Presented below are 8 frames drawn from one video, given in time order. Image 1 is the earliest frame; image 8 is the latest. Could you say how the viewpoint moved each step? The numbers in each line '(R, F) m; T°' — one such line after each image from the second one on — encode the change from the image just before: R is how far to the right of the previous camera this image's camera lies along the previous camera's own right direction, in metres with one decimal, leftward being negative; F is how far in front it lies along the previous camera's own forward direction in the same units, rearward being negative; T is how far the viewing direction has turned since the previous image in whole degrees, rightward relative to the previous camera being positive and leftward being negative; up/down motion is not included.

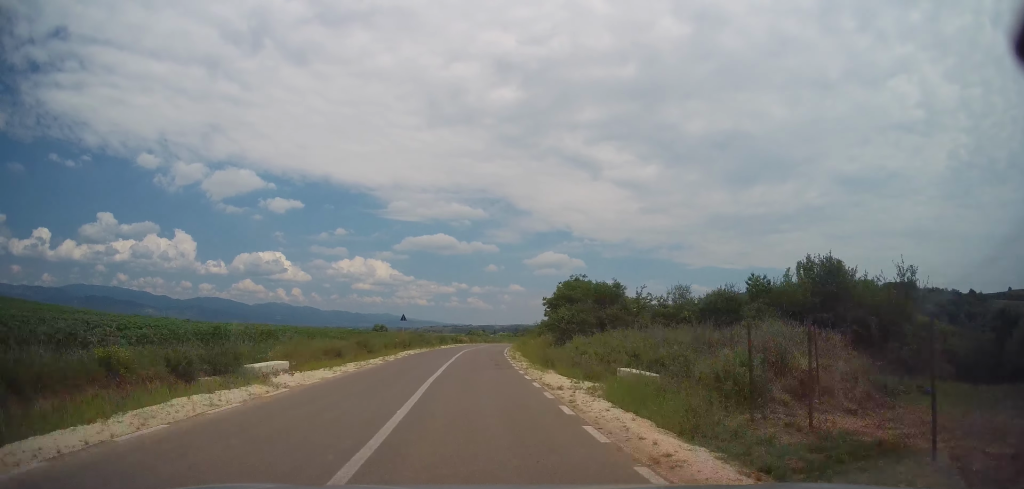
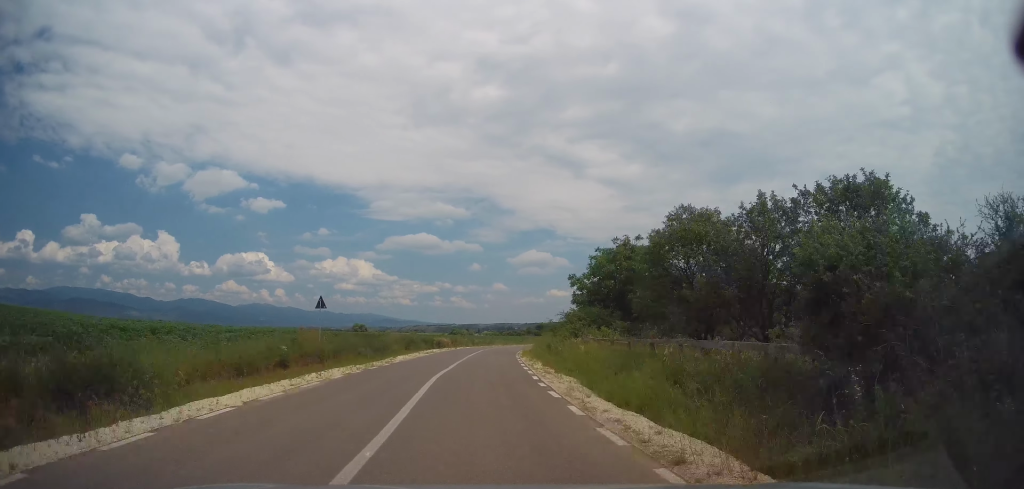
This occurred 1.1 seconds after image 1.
(-0.6, +23.1) m; 0°
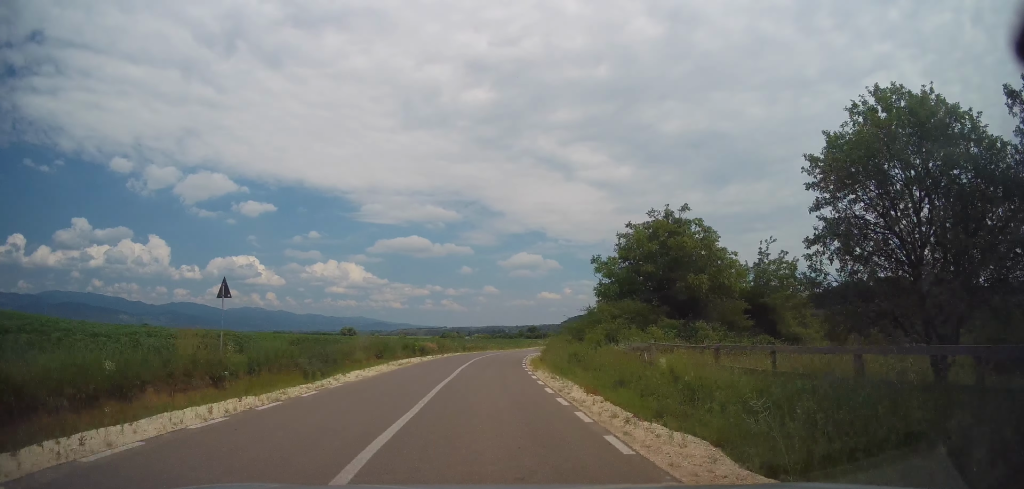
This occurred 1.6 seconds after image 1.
(+0.1, +8.9) m; +1°
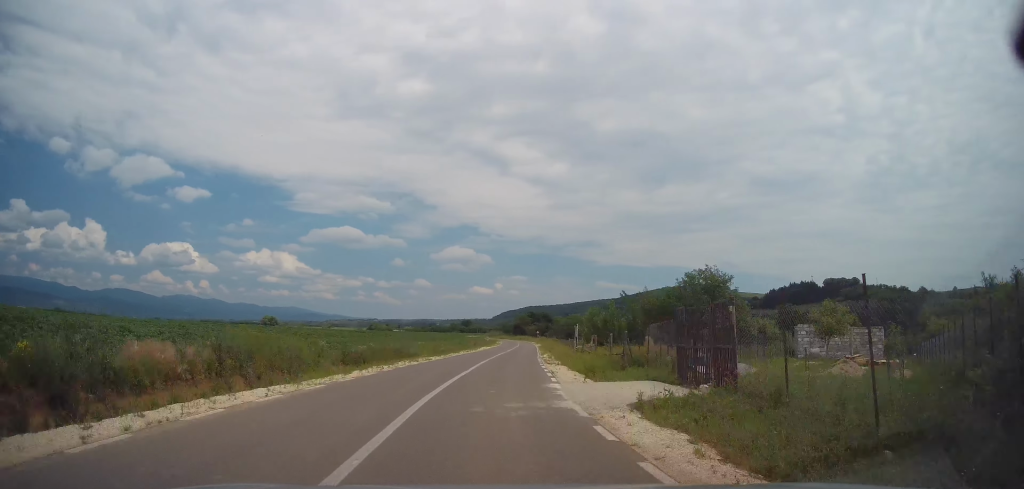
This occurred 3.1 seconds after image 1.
(+1.7, +32.5) m; +8°
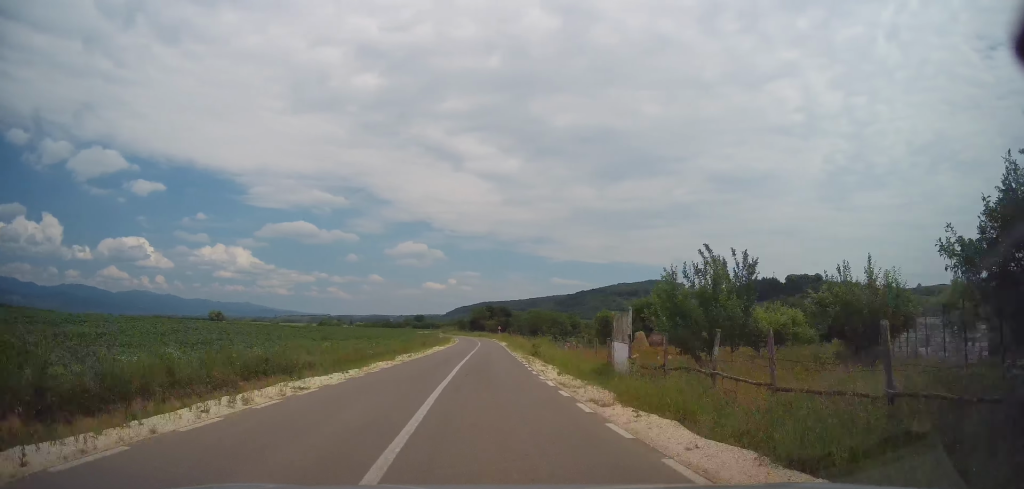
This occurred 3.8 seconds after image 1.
(+0.8, +15.8) m; +3°
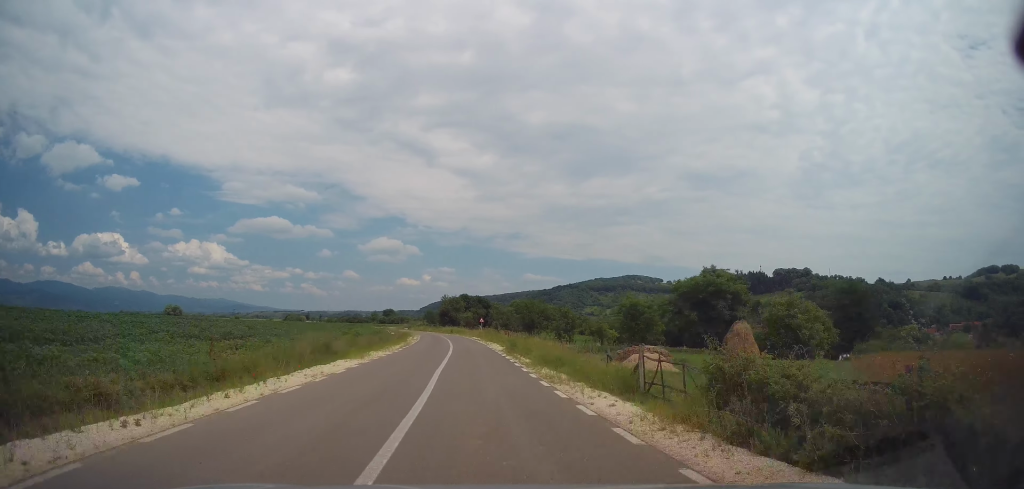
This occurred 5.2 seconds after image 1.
(+1.0, +29.7) m; +3°
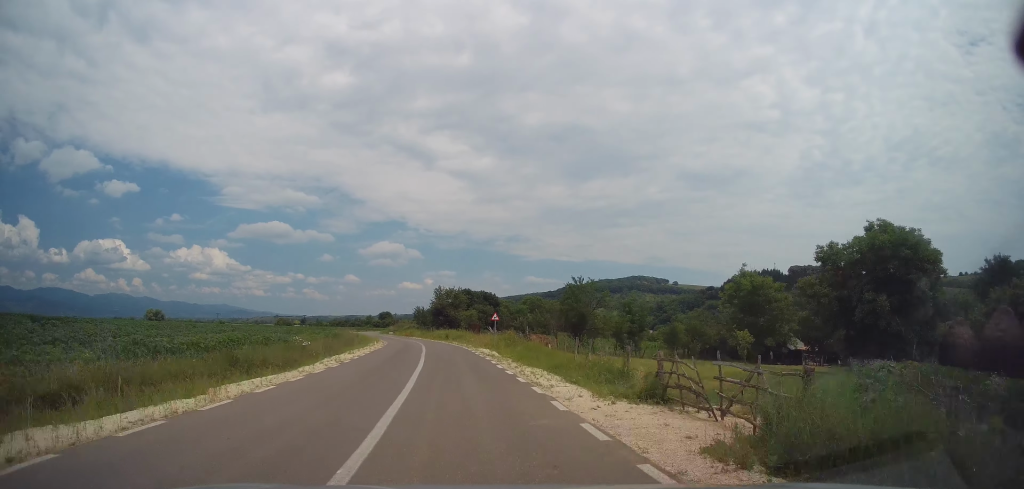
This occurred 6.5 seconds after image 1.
(+0.6, +28.9) m; 0°
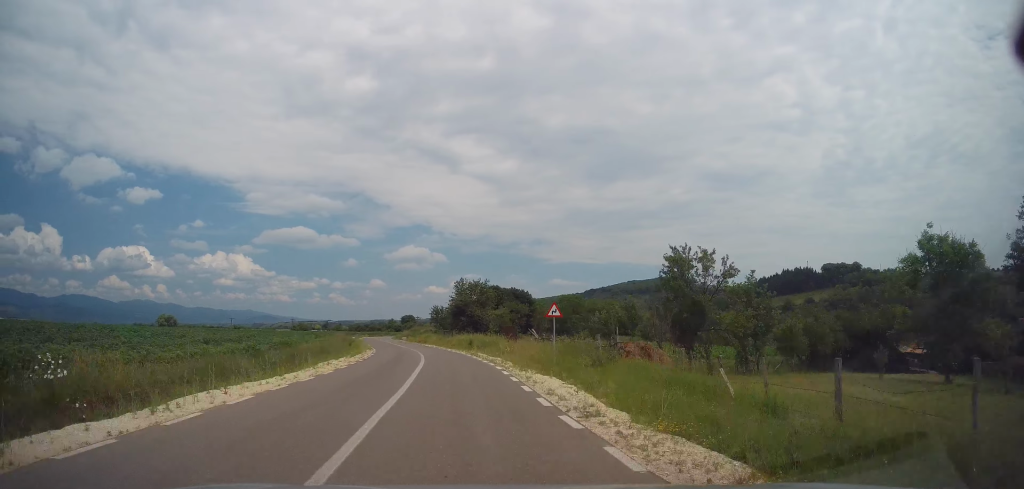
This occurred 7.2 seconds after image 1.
(-0.1, +17.1) m; -2°
